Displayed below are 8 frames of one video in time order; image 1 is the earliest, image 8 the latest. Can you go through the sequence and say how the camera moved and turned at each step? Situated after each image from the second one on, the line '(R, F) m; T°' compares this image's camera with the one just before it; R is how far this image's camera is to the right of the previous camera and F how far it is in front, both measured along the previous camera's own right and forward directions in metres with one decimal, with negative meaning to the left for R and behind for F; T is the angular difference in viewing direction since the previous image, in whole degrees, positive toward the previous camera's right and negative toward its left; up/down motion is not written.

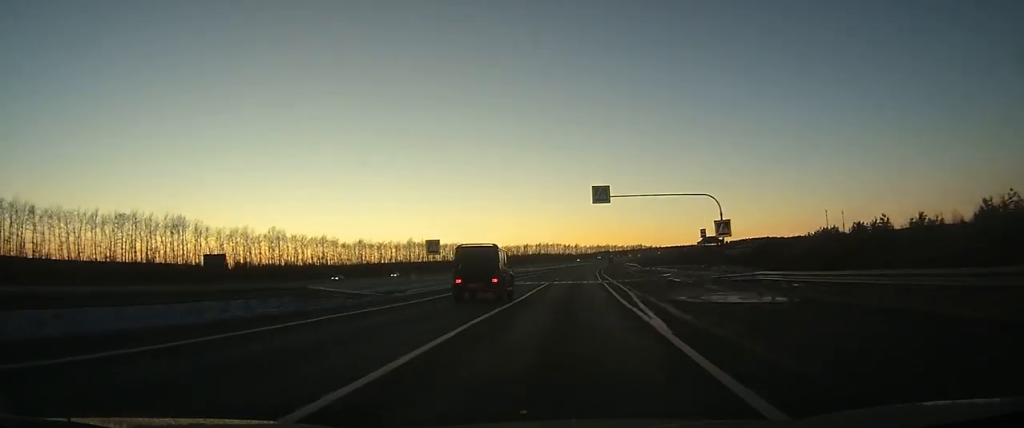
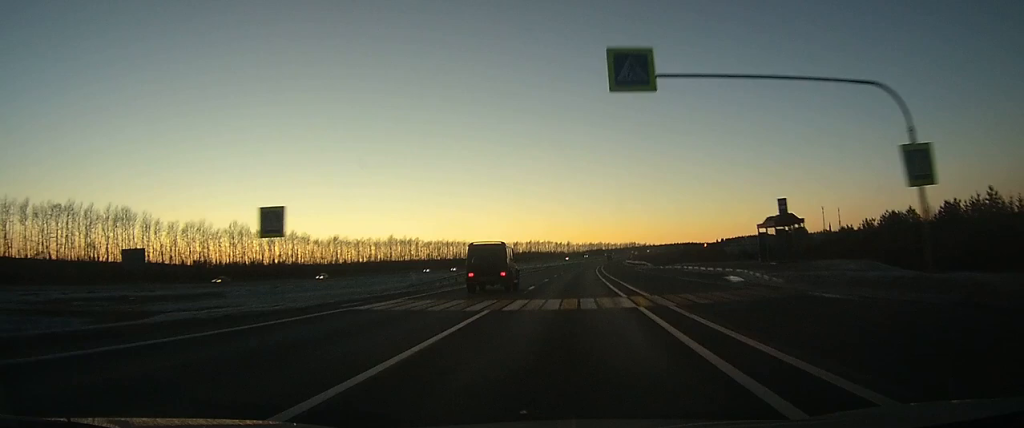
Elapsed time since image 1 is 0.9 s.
(+0.1, +24.8) m; +1°
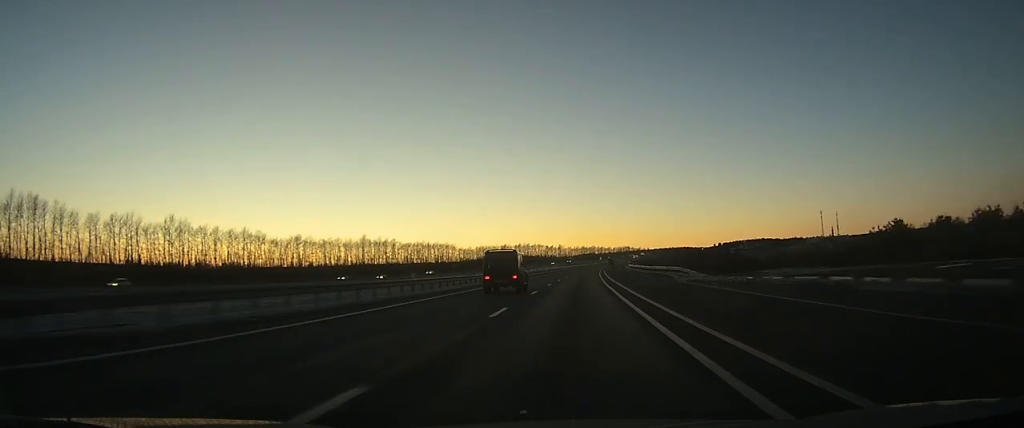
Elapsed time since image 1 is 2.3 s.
(+0.2, +35.4) m; +1°
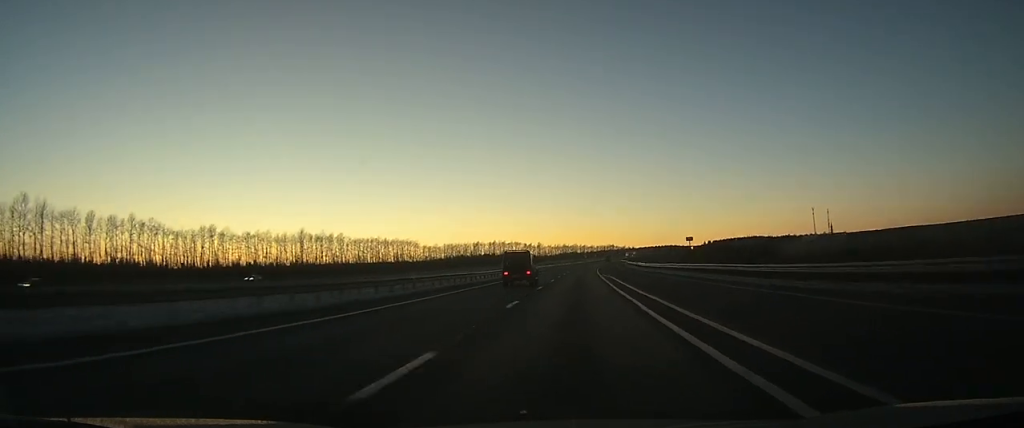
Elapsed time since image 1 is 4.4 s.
(+0.9, +56.4) m; +2°
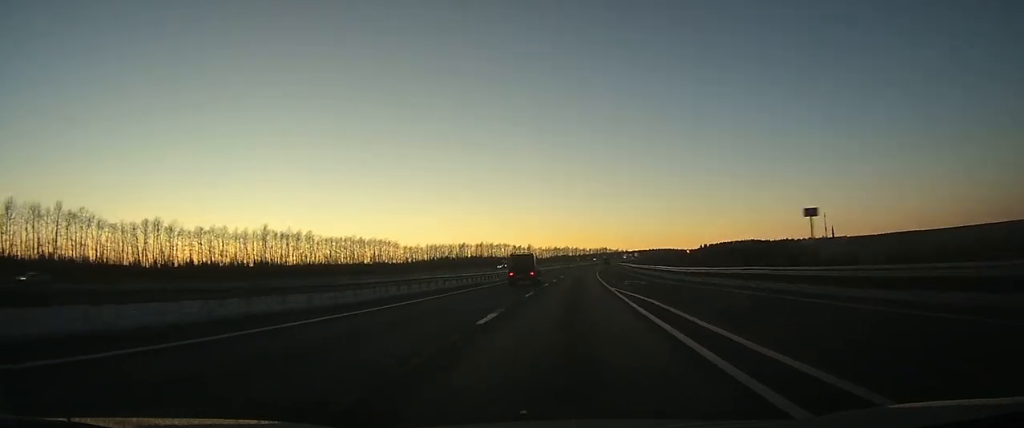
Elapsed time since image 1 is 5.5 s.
(+0.3, +28.2) m; +1°
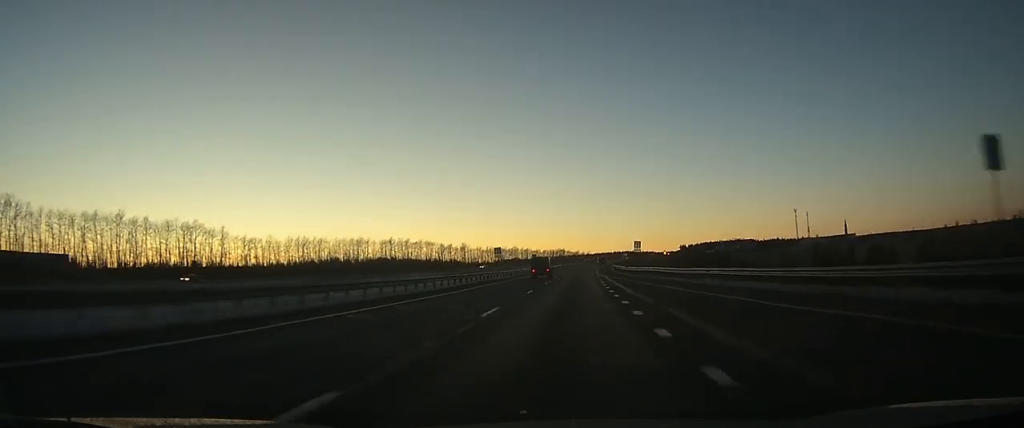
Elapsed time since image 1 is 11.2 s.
(+6.1, +151.5) m; +5°
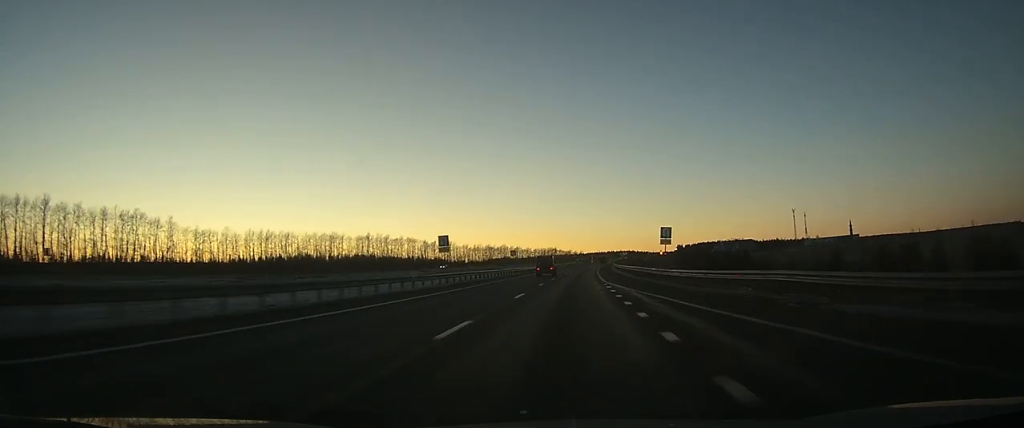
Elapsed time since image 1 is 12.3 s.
(+0.2, +28.2) m; +1°
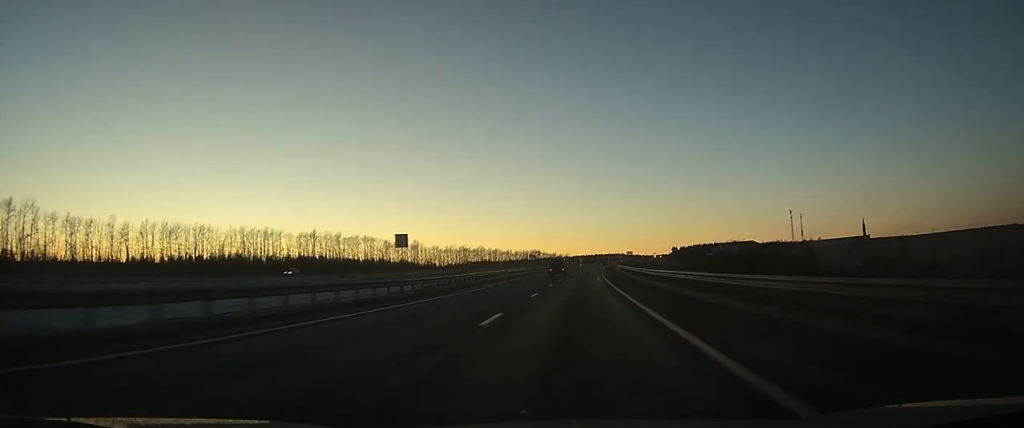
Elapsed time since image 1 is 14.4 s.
(+0.7, +56.1) m; +1°
